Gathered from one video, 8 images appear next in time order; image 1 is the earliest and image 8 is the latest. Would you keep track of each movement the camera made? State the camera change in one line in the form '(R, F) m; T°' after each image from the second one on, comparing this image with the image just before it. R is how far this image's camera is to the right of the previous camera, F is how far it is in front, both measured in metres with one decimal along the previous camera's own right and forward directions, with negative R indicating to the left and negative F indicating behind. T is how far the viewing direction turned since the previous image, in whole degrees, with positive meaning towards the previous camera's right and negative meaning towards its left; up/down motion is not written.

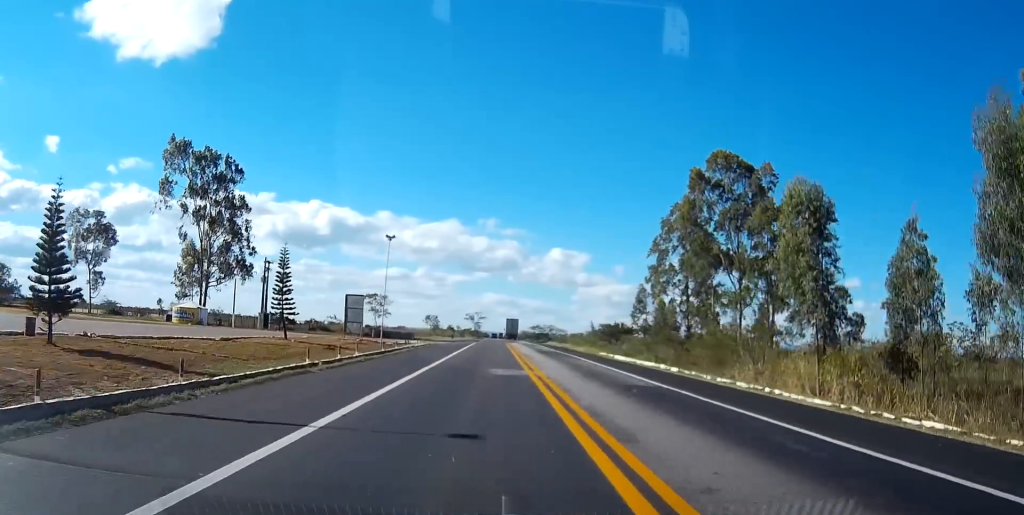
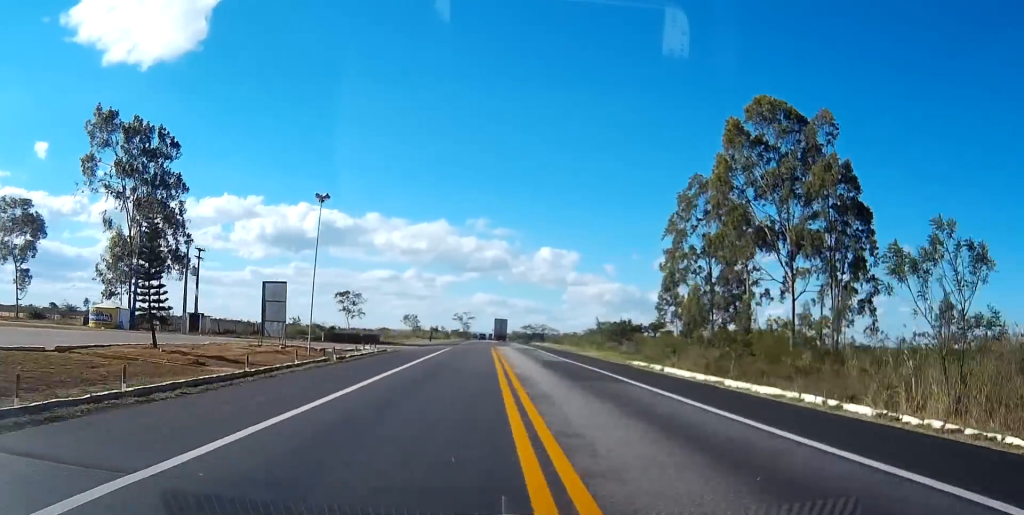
(0.0, +20.4) m; 0°
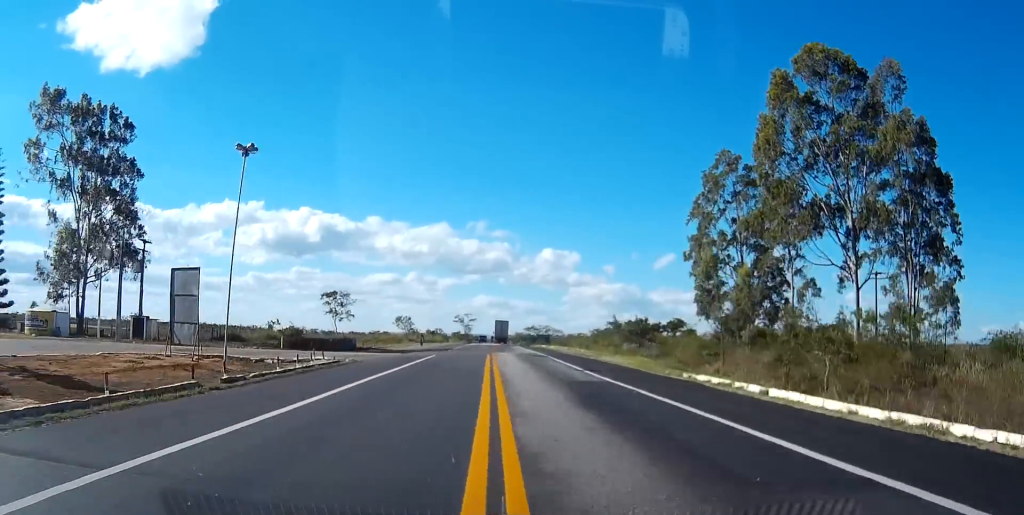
(0.0, +13.7) m; 0°
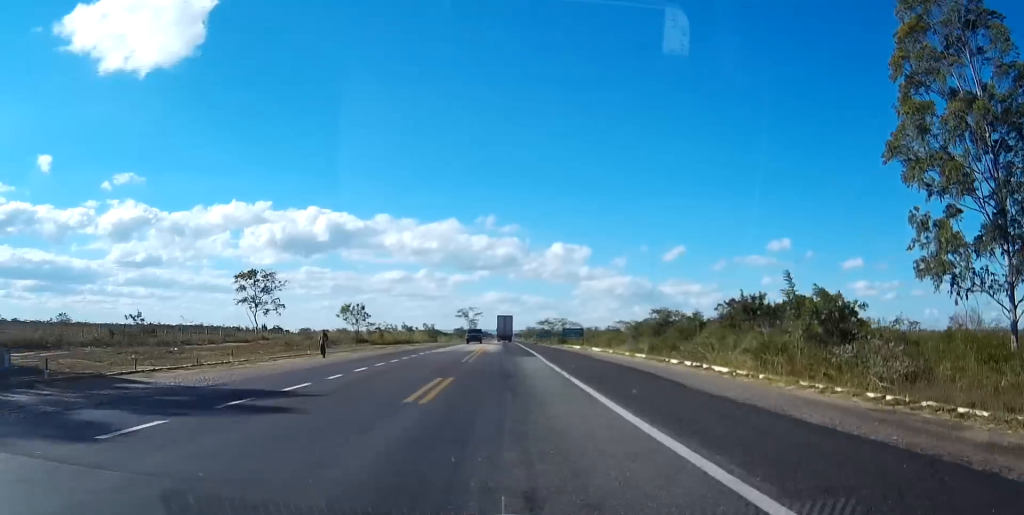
(-0.5, +50.5) m; -1°
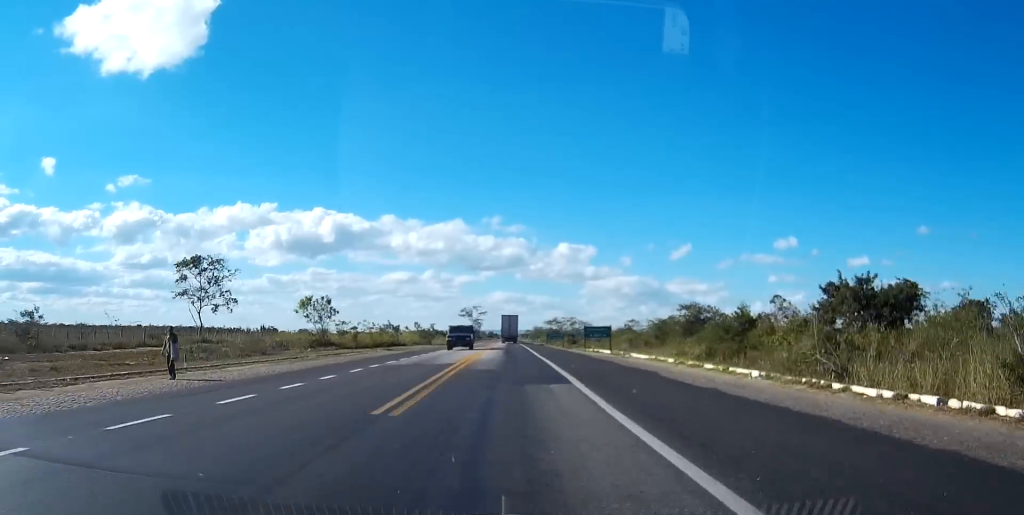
(0.0, +19.9) m; 0°
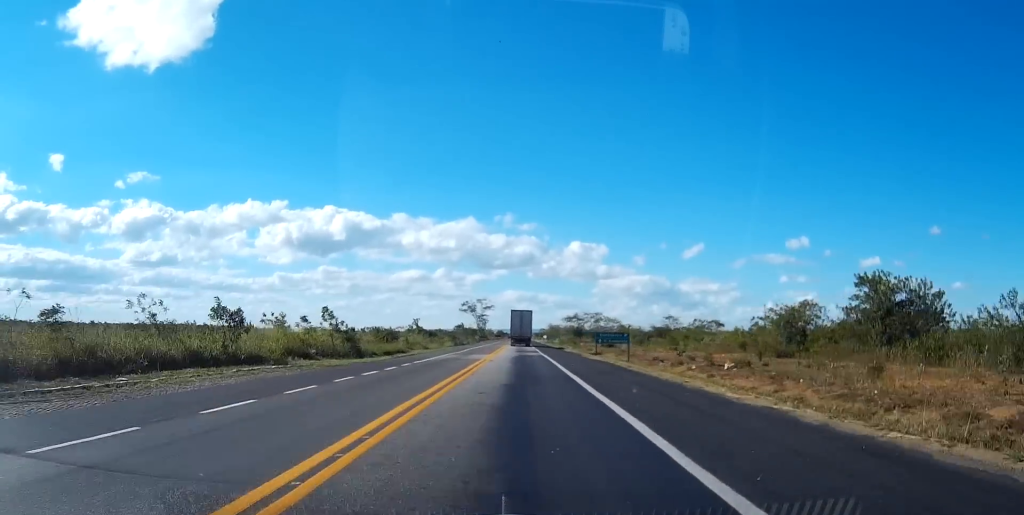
(0.0, +62.8) m; 0°
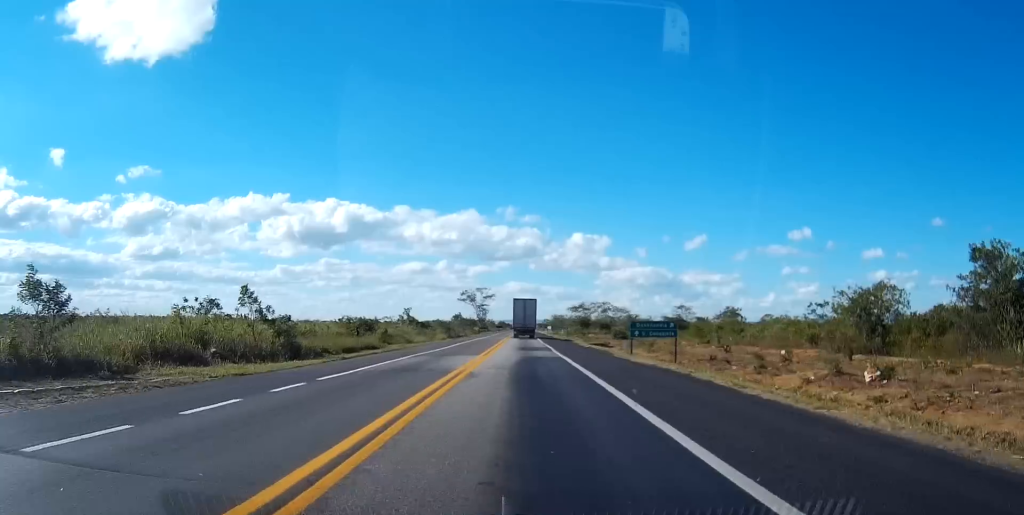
(0.0, +18.0) m; 0°
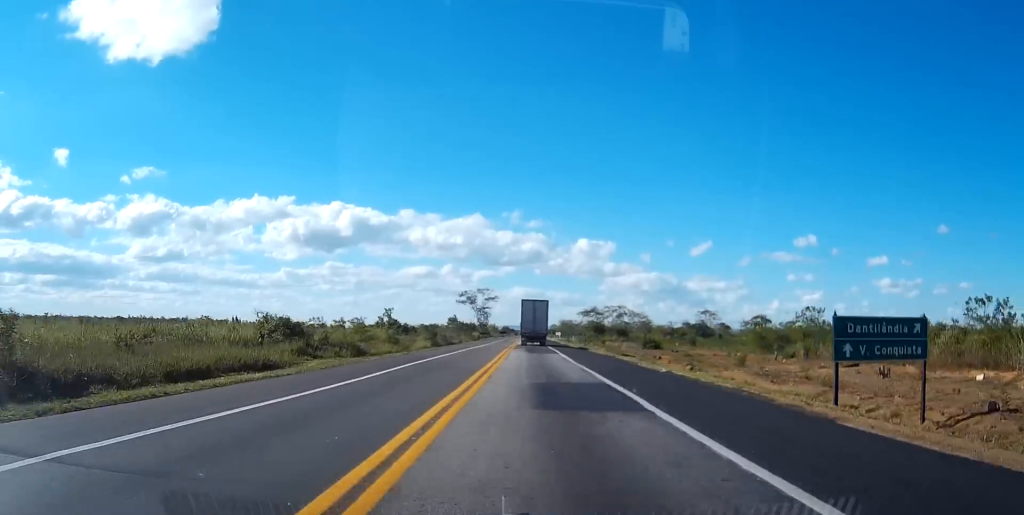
(0.0, +28.9) m; 0°
